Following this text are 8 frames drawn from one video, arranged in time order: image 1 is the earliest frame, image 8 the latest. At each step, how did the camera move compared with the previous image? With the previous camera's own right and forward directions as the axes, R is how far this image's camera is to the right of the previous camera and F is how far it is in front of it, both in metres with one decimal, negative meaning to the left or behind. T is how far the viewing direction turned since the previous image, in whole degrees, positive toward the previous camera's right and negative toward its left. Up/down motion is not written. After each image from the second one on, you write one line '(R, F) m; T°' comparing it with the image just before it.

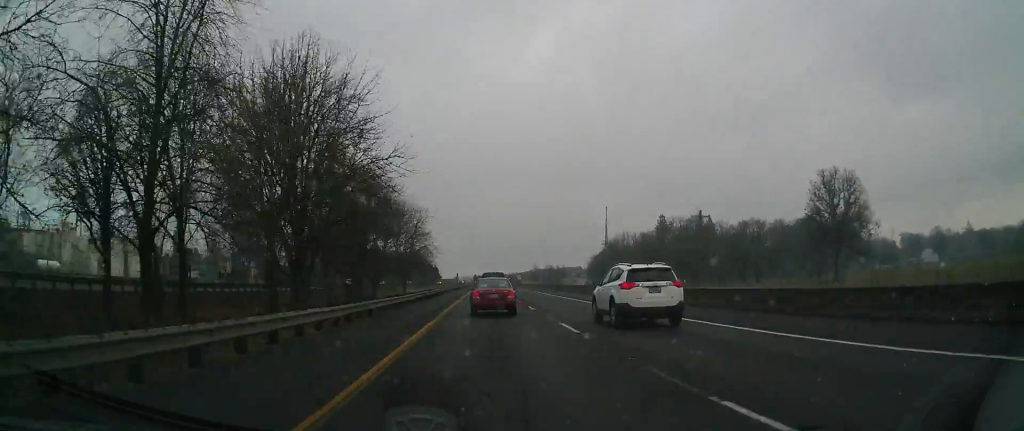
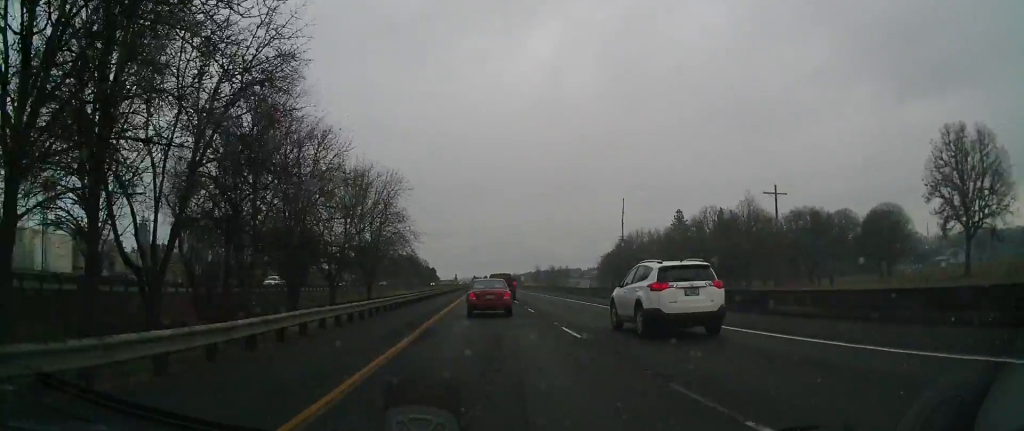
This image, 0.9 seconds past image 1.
(0.0, +26.3) m; 0°
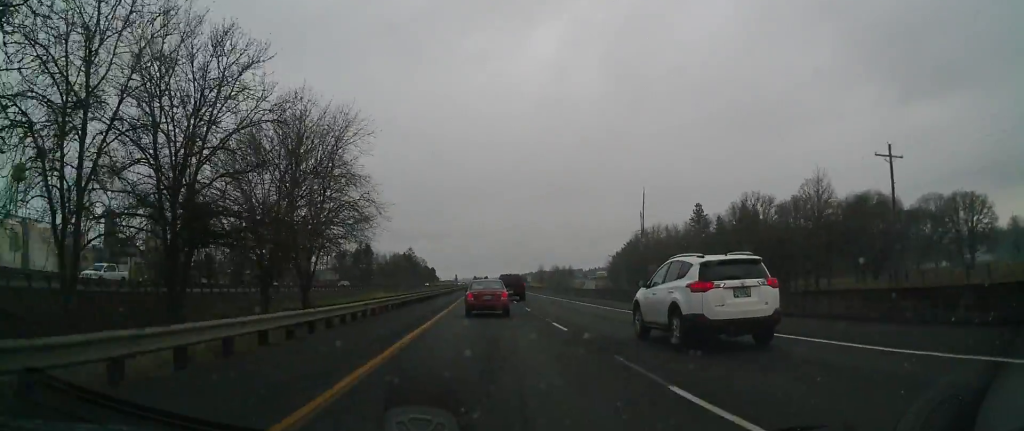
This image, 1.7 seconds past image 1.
(0.0, +22.3) m; 0°
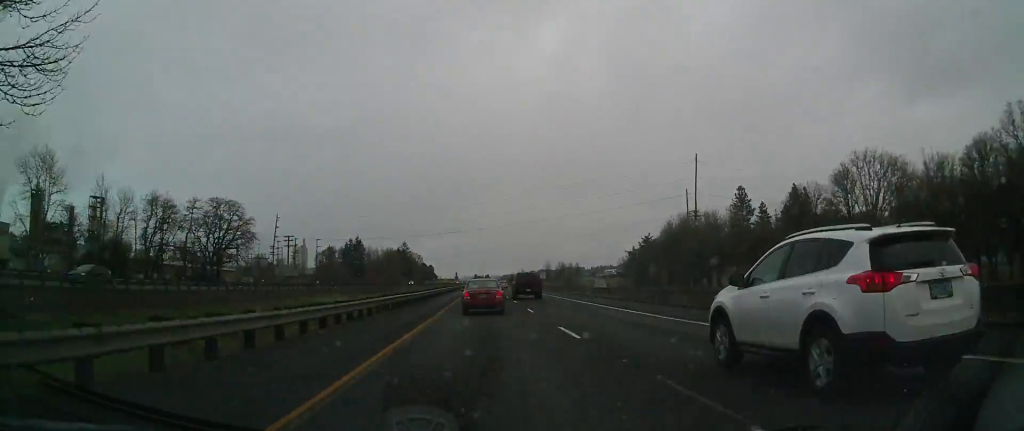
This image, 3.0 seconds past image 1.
(0.0, +38.5) m; 0°
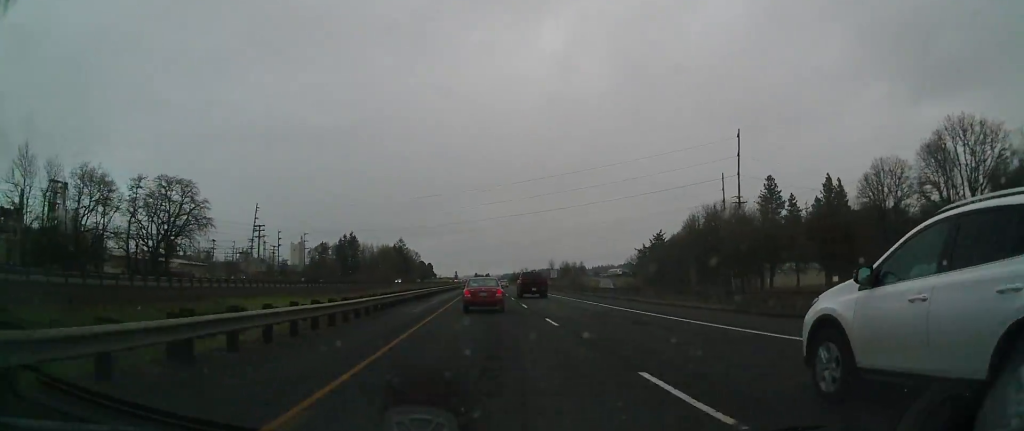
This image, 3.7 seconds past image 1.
(0.0, +20.3) m; 0°
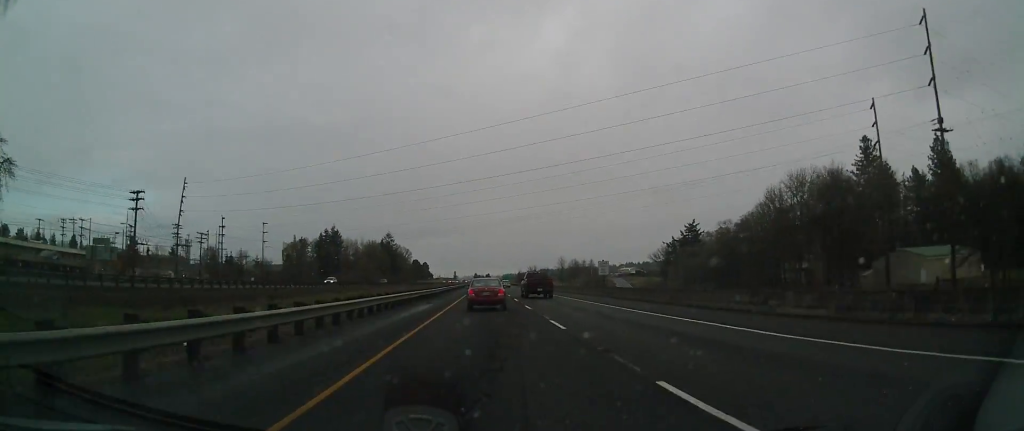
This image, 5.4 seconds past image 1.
(+0.1, +49.0) m; +1°
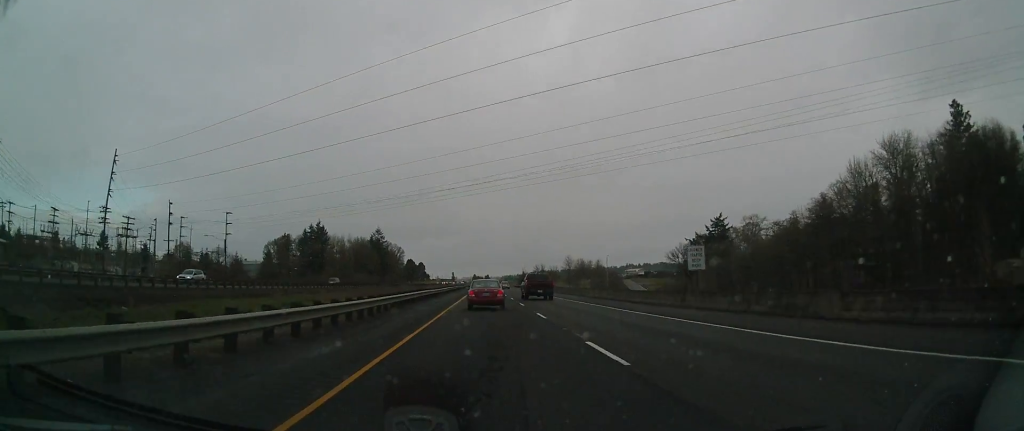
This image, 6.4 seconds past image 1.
(0.0, +30.7) m; 0°
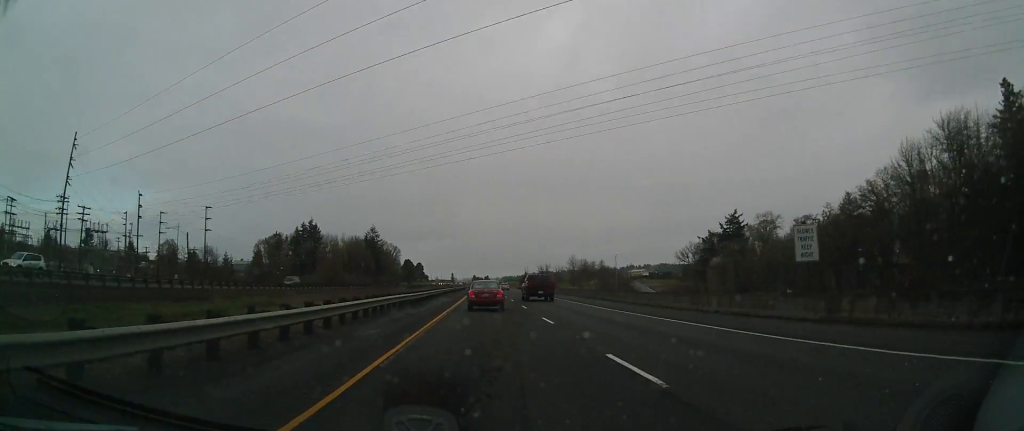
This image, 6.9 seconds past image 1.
(-0.1, +13.8) m; 0°
